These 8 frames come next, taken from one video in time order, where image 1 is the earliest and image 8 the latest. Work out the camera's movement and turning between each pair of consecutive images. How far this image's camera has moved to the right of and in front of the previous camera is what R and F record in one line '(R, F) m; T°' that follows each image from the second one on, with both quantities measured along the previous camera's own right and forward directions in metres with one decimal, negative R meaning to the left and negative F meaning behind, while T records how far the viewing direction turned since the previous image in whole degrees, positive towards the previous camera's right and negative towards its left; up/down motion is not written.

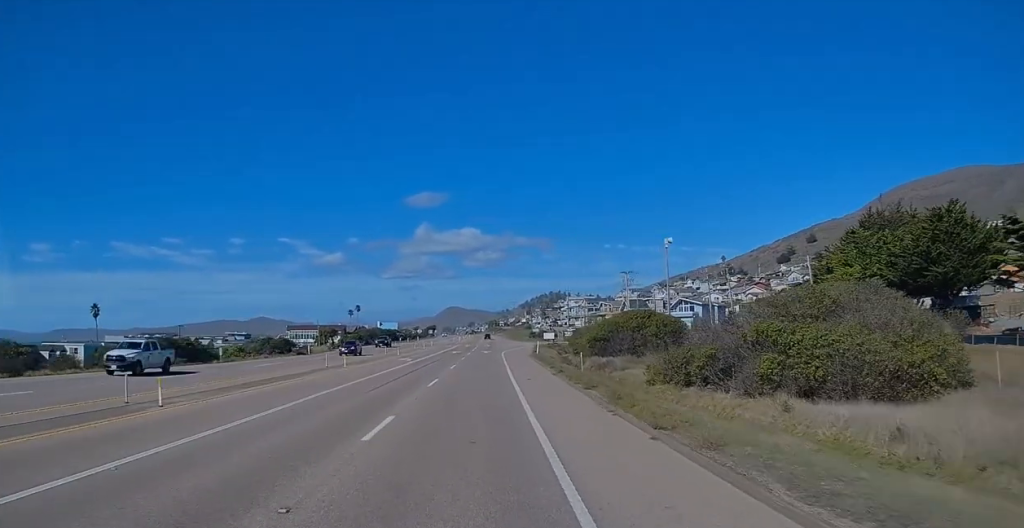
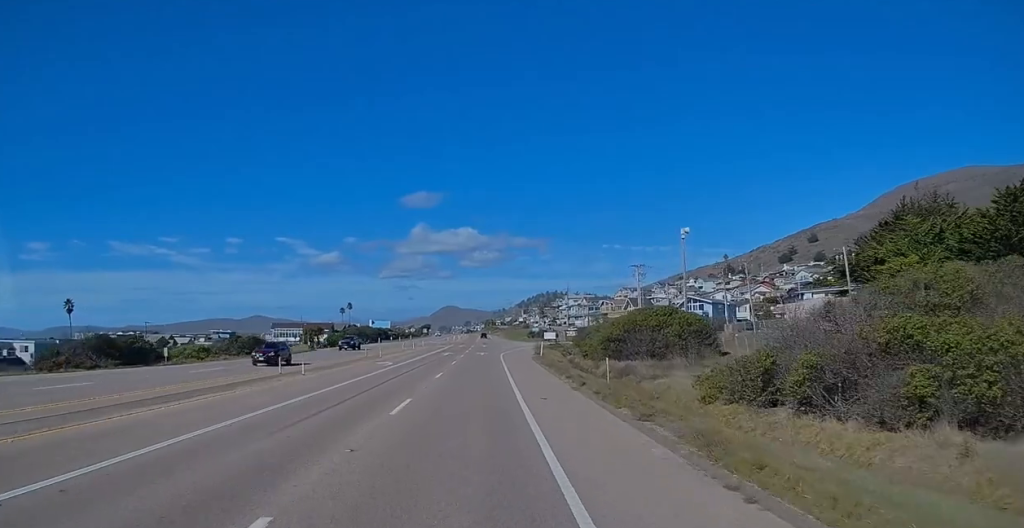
(+0.2, +10.3) m; 0°
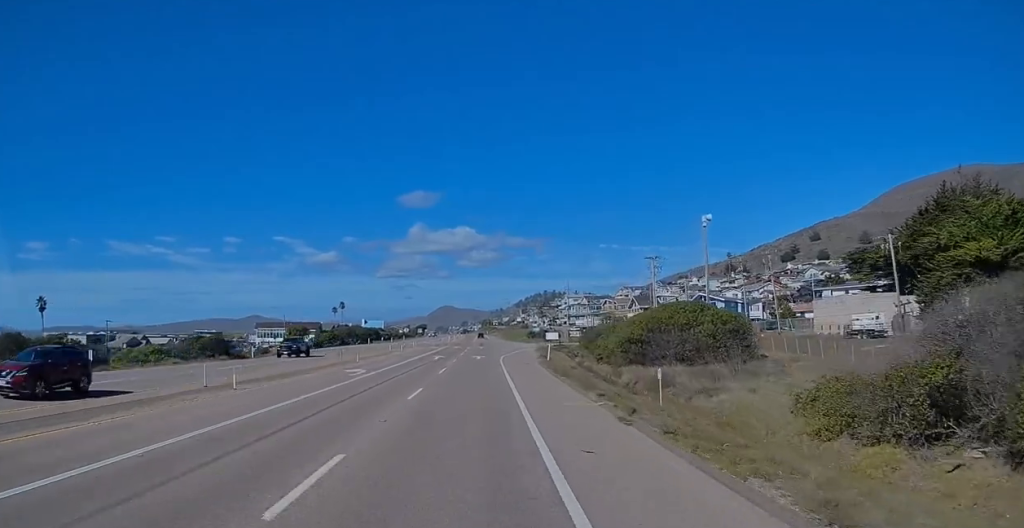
(+0.1, +10.6) m; 0°
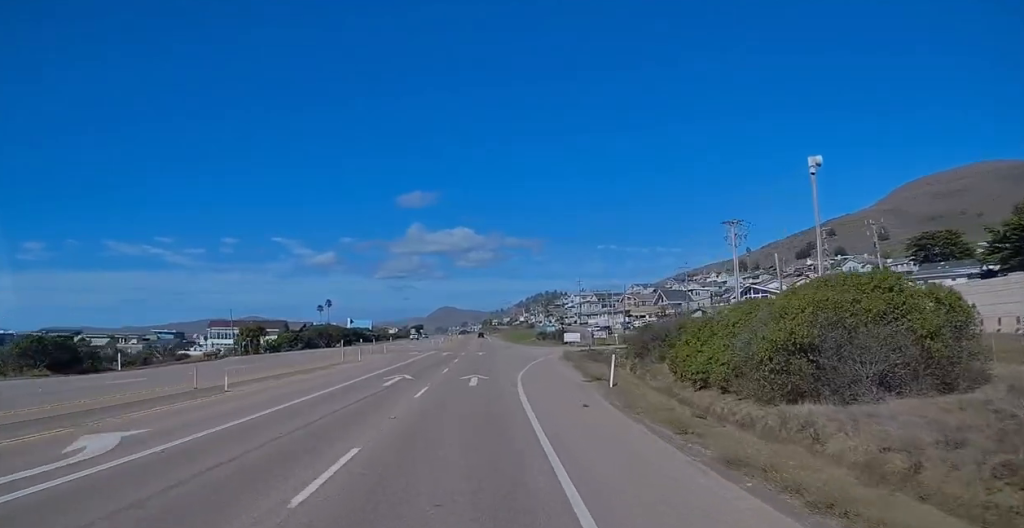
(-0.5, +29.3) m; -1°
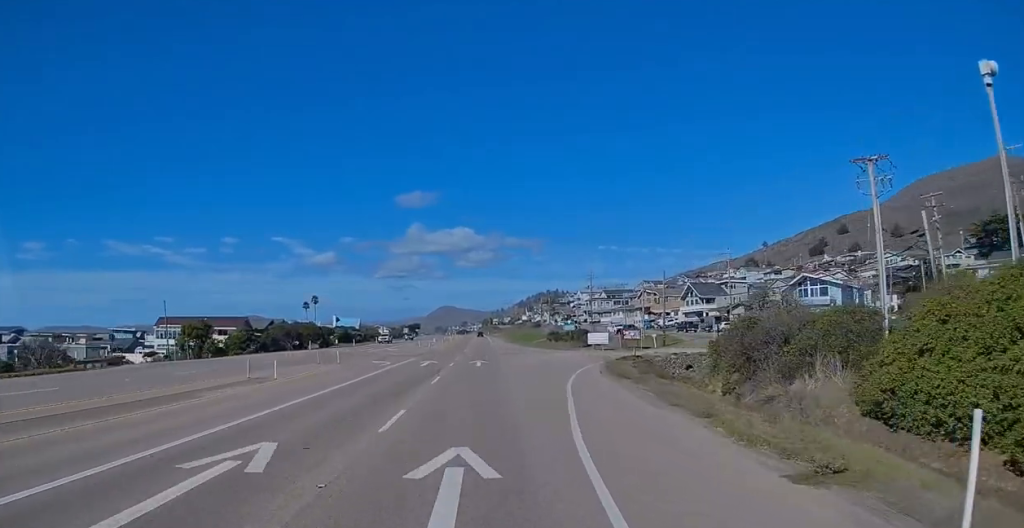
(-0.1, +22.3) m; +1°
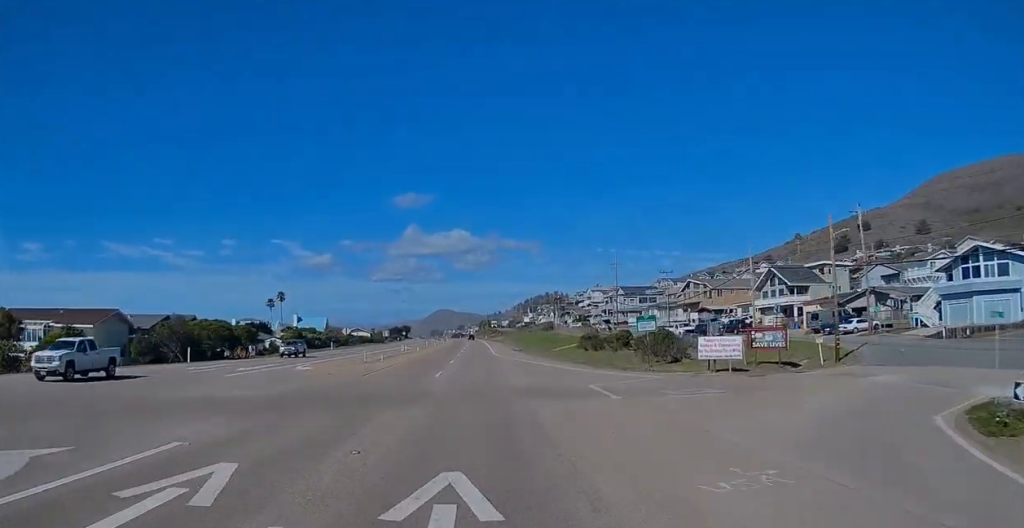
(-0.2, +39.8) m; -2°
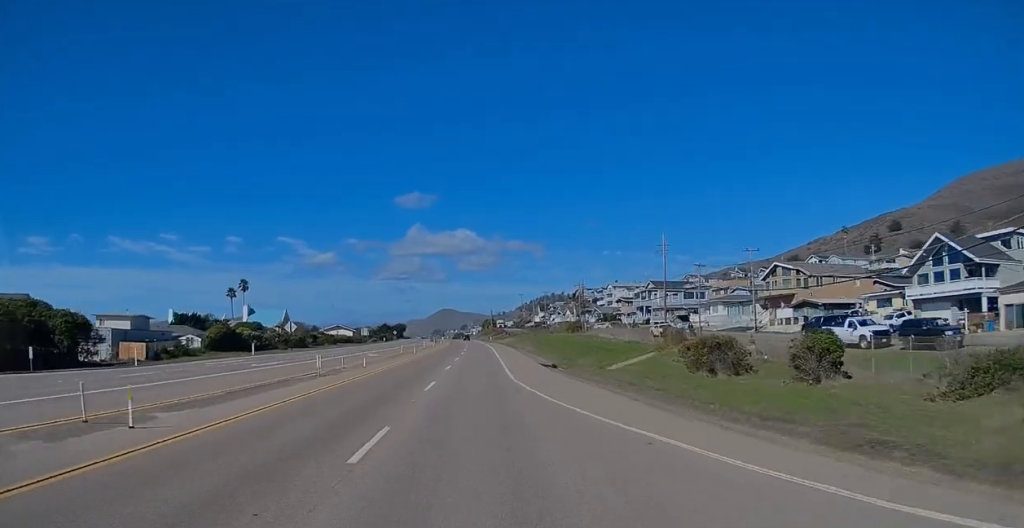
(+0.4, +39.8) m; +1°
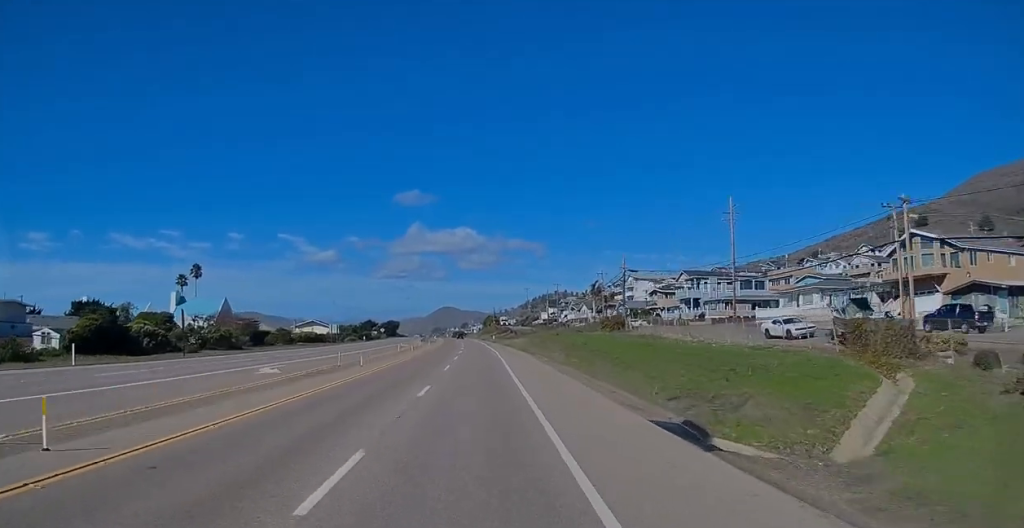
(-0.2, +32.0) m; -1°
